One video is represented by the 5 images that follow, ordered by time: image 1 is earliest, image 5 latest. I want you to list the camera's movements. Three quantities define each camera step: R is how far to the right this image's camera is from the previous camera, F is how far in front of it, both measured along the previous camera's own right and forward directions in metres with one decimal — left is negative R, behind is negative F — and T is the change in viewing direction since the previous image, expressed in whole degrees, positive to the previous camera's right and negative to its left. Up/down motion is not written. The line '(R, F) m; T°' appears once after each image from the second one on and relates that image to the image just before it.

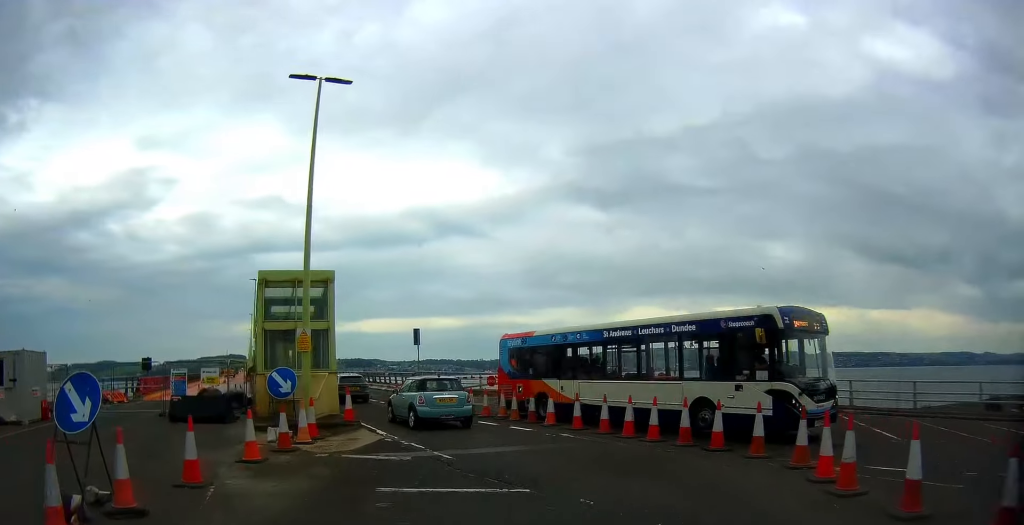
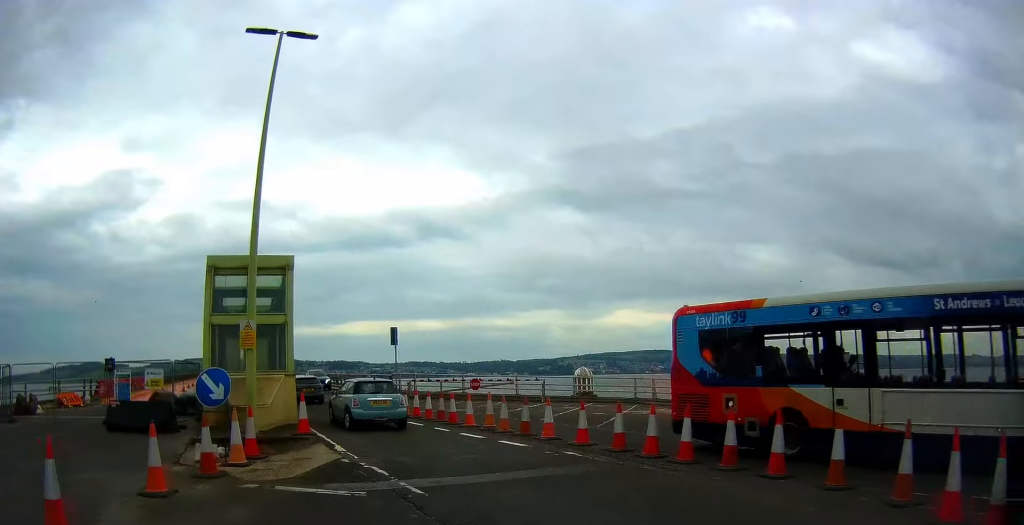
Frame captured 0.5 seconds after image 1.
(-0.3, +2.8) m; +2°
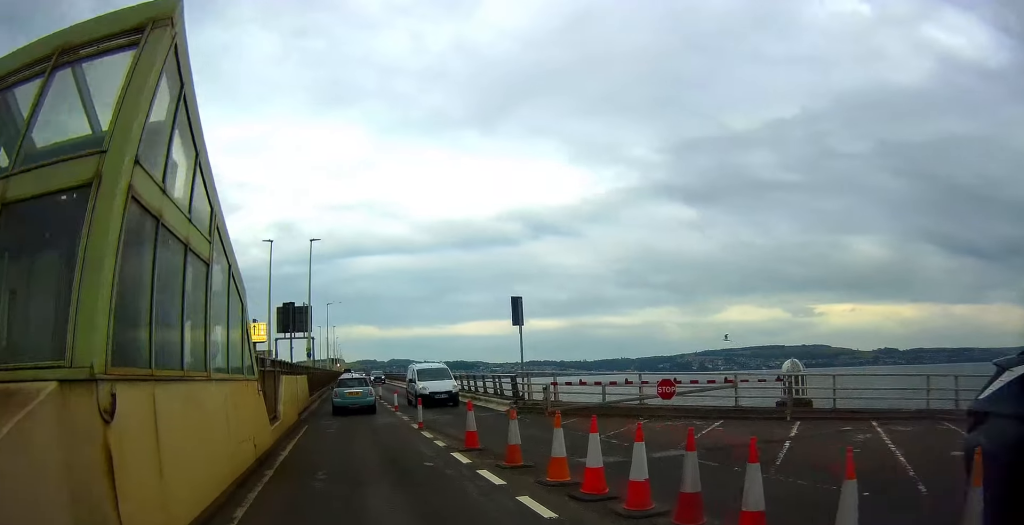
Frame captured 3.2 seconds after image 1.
(+1.0, +14.5) m; -2°
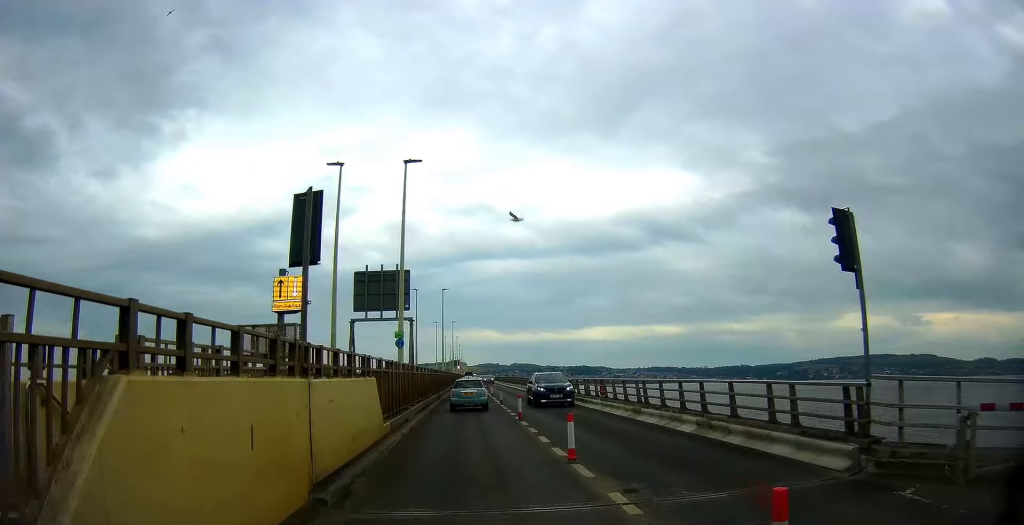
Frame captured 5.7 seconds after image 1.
(-1.0, +12.2) m; -10°
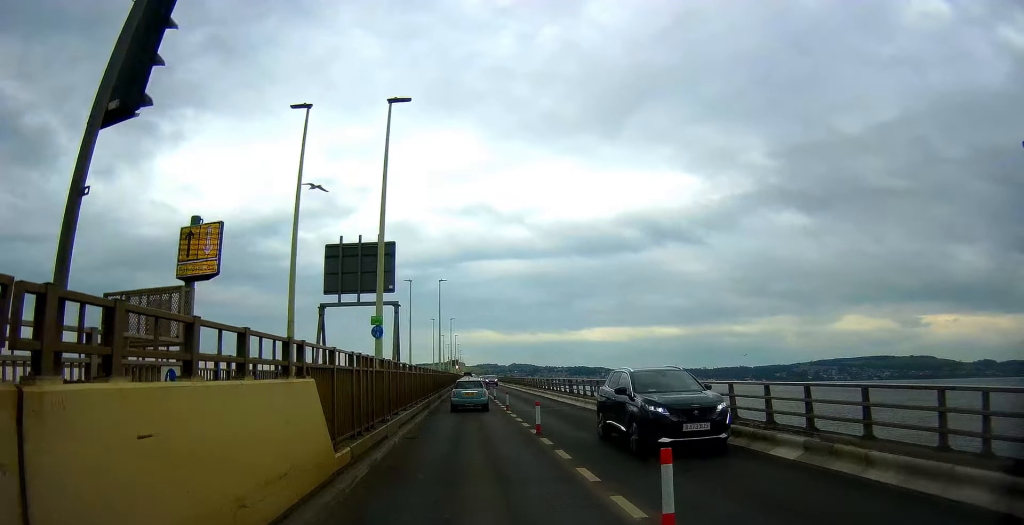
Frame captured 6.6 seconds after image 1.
(-0.2, +4.8) m; -3°
